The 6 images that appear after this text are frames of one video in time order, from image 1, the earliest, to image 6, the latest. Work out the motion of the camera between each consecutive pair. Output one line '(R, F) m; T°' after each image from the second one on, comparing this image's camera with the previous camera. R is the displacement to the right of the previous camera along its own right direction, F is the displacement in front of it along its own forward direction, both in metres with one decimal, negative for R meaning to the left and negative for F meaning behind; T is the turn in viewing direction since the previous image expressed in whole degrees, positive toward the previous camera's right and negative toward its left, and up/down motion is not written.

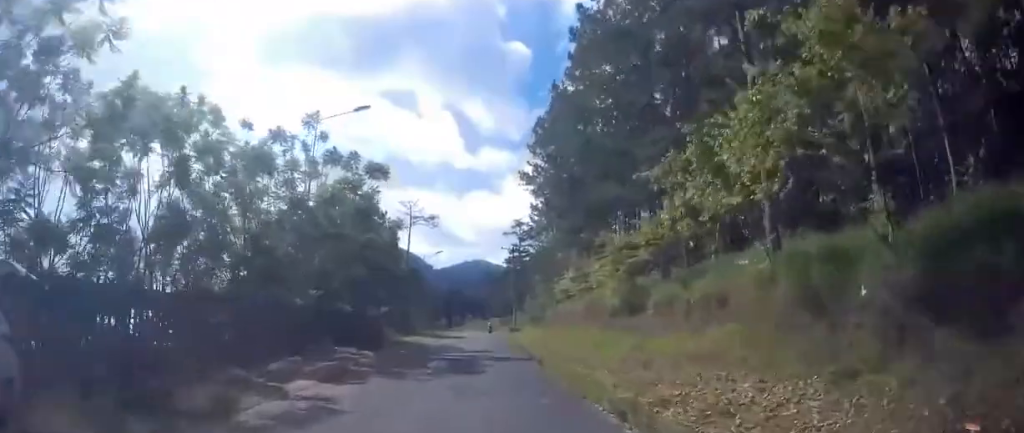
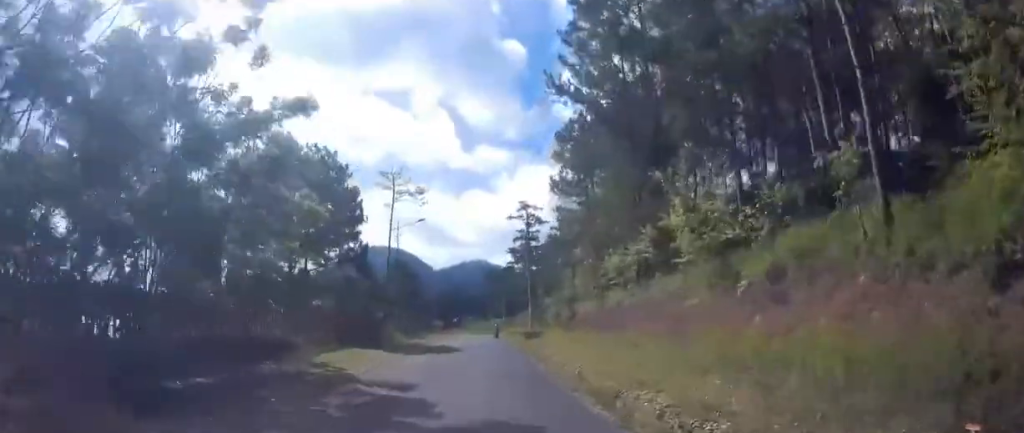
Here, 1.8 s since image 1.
(-1.0, +18.9) m; -2°
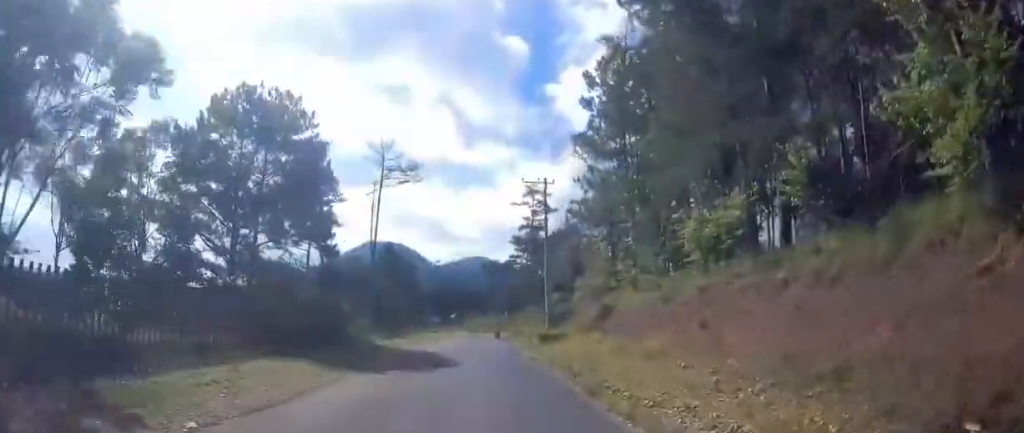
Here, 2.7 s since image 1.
(+0.1, +10.4) m; +1°
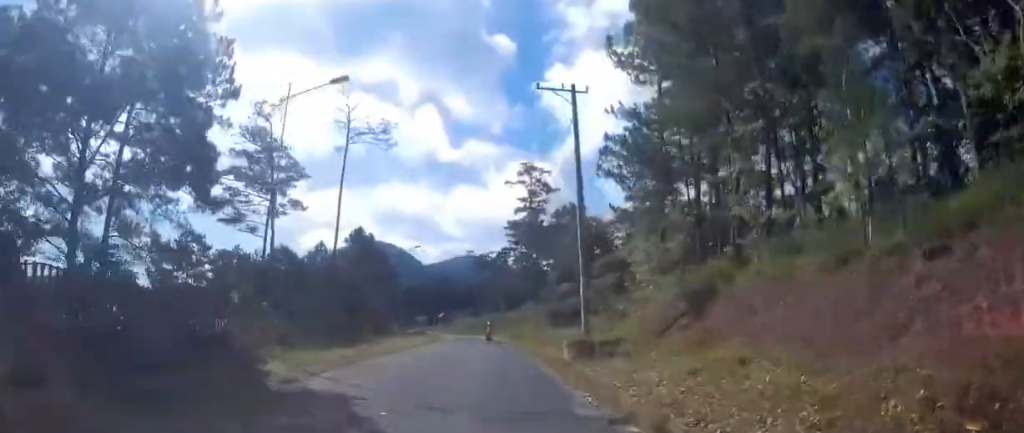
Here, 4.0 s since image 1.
(0.0, +13.6) m; -1°
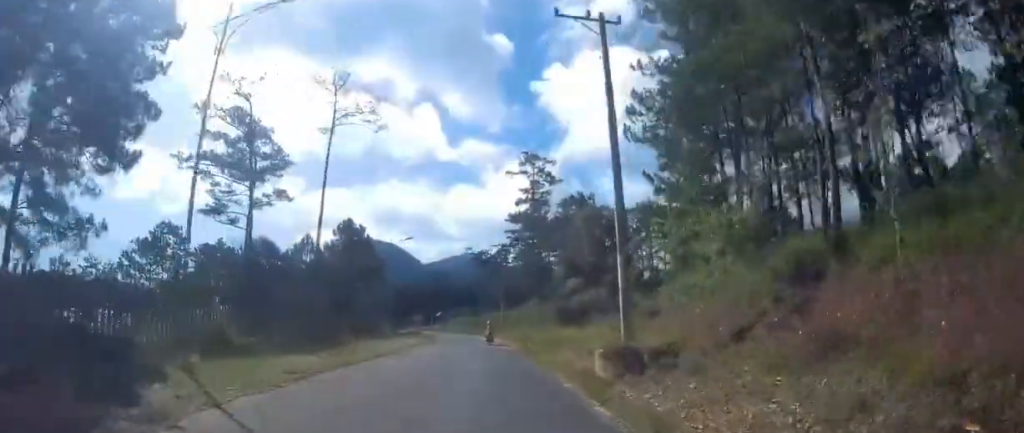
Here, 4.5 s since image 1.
(-0.2, +5.4) m; -1°
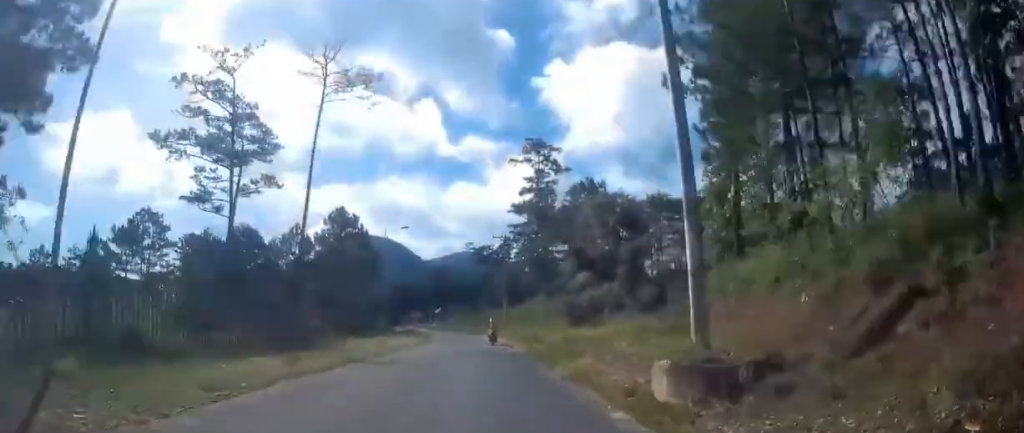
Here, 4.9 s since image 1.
(+0.1, +4.6) m; 0°
